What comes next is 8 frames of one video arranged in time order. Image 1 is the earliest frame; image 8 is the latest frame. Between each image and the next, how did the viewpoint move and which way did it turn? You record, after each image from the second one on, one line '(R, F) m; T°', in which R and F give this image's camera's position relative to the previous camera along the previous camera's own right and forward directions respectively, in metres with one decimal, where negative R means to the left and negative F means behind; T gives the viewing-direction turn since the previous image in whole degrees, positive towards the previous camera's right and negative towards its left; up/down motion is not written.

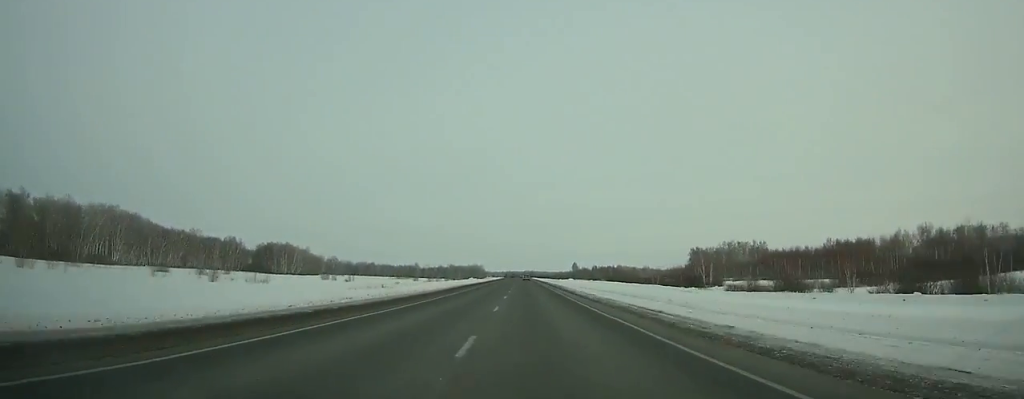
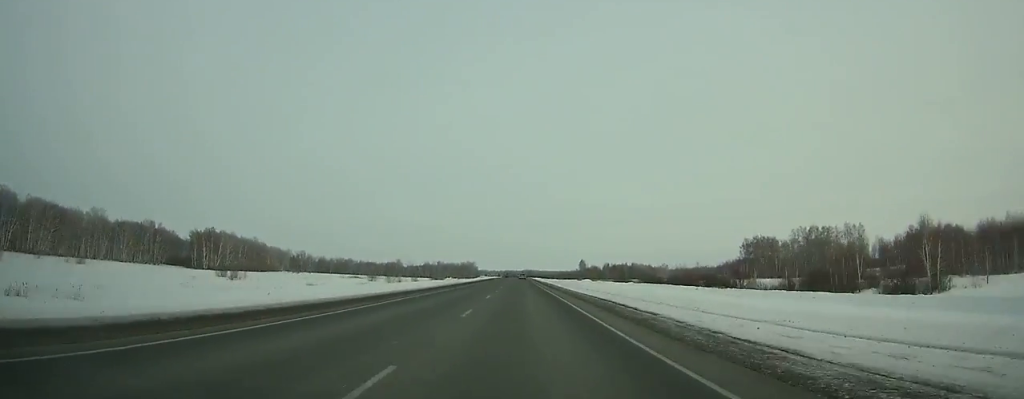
(-0.4, +90.1) m; -1°
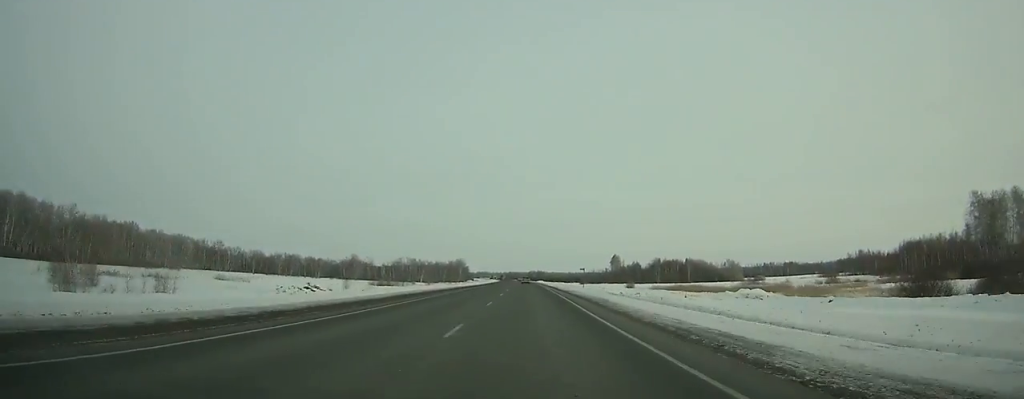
(-1.1, +164.0) m; -1°
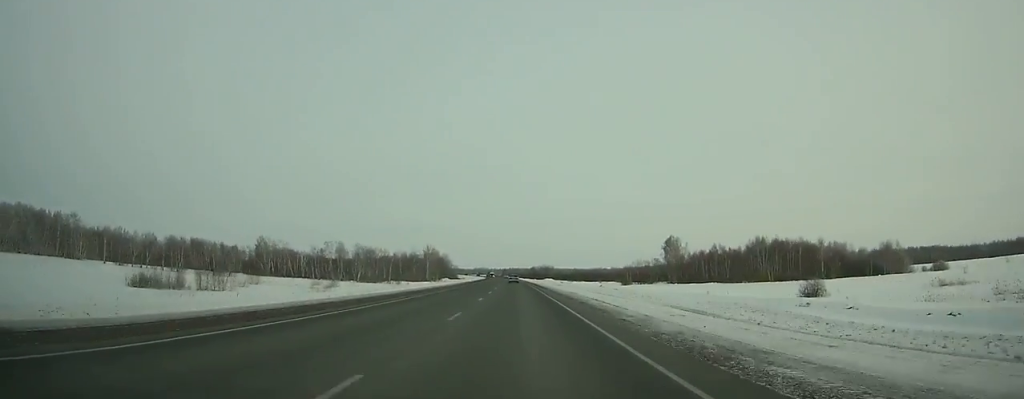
(-0.3, +141.3) m; -1°
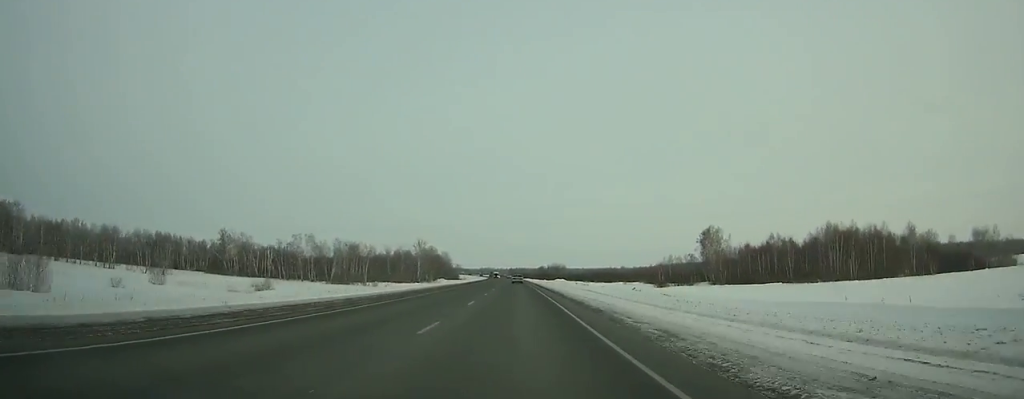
(-0.1, +40.0) m; 0°
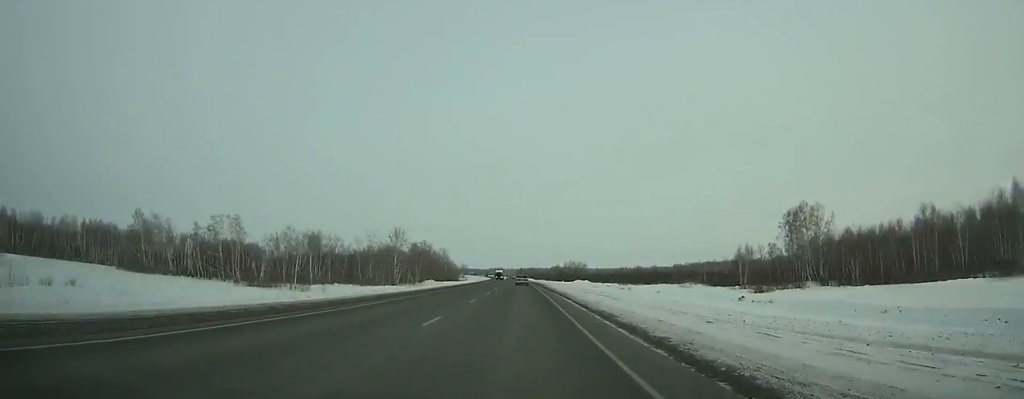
(-0.1, +58.3) m; -1°
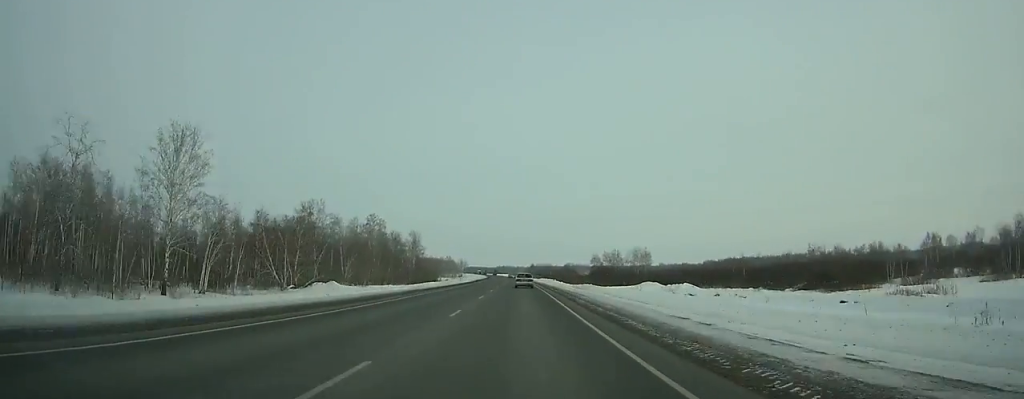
(-1.6, +114.6) m; -1°
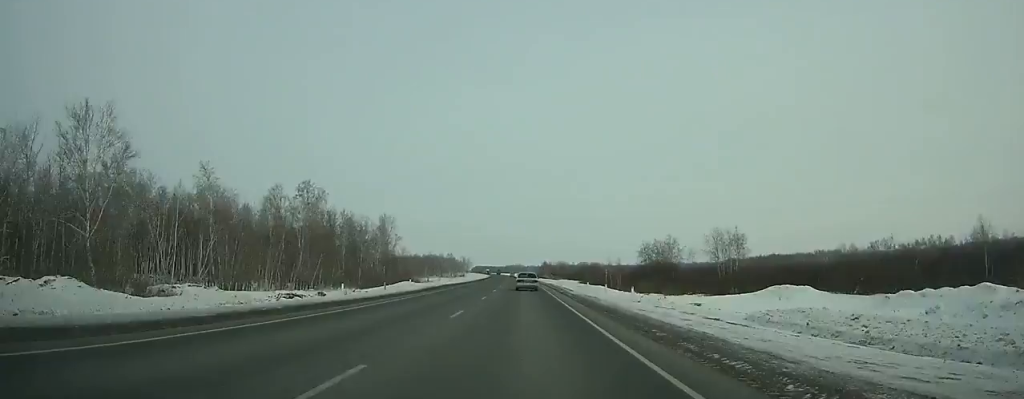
(-0.3, +58.7) m; -1°
